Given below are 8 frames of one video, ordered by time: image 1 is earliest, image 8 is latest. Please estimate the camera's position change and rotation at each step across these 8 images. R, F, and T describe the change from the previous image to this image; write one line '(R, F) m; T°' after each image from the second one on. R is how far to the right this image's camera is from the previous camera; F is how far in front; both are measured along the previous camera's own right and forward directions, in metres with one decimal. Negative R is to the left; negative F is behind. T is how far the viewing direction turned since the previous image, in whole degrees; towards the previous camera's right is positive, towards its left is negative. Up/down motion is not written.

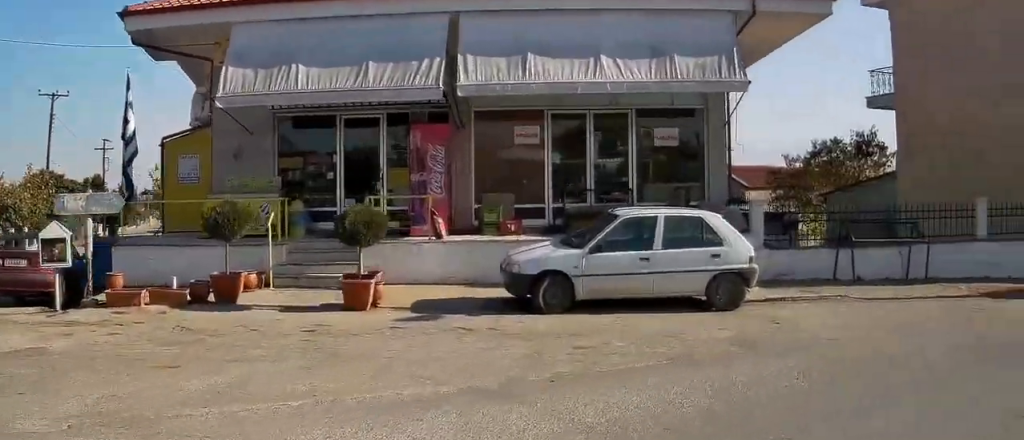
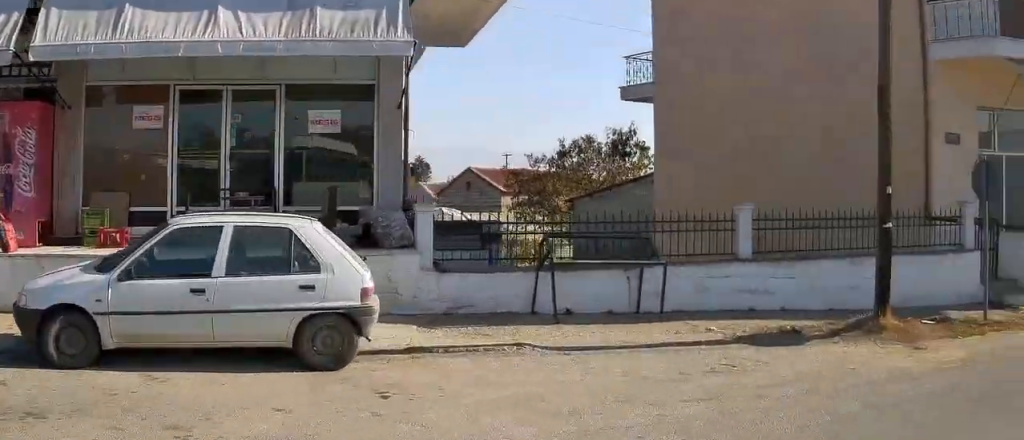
(+0.8, +3.6) m; +16°
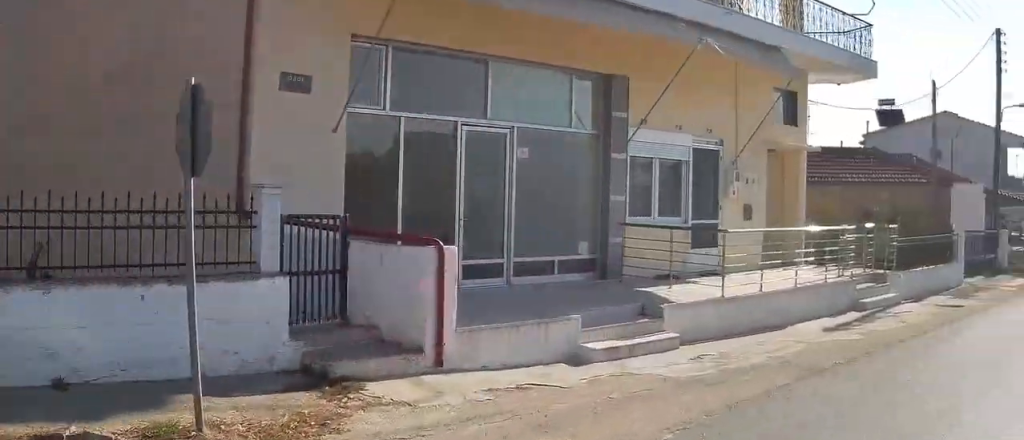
(+1.6, +5.6) m; +41°
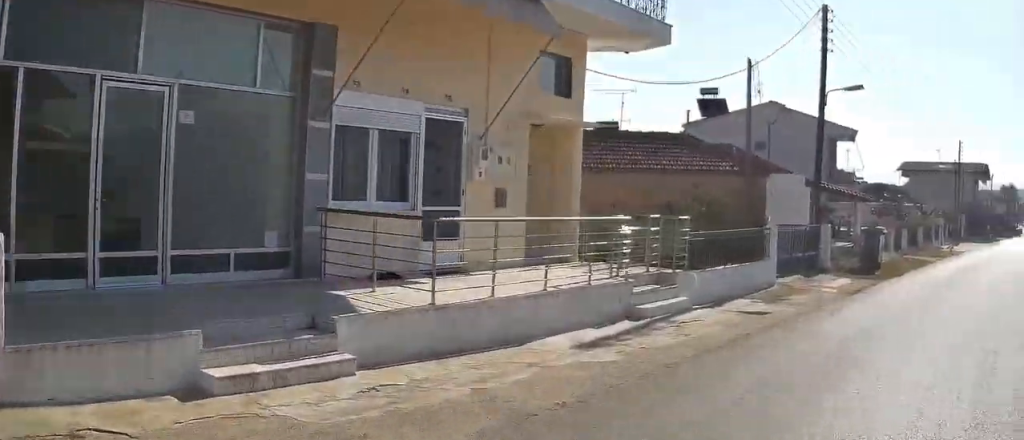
(+0.8, +3.1) m; +12°
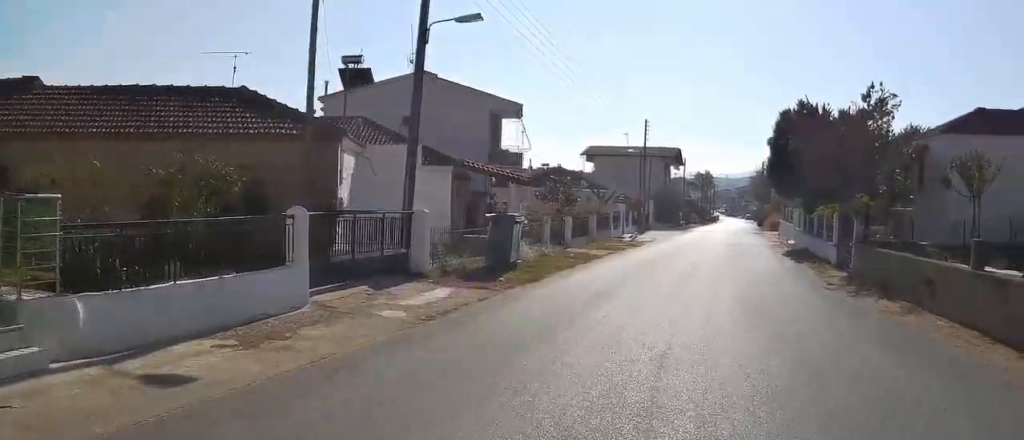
(+1.3, +8.1) m; +15°
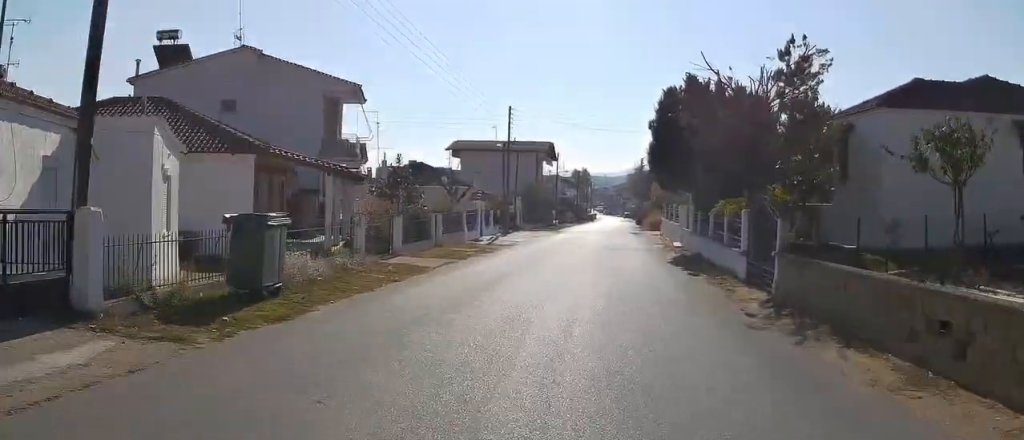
(+0.5, +7.3) m; +15°
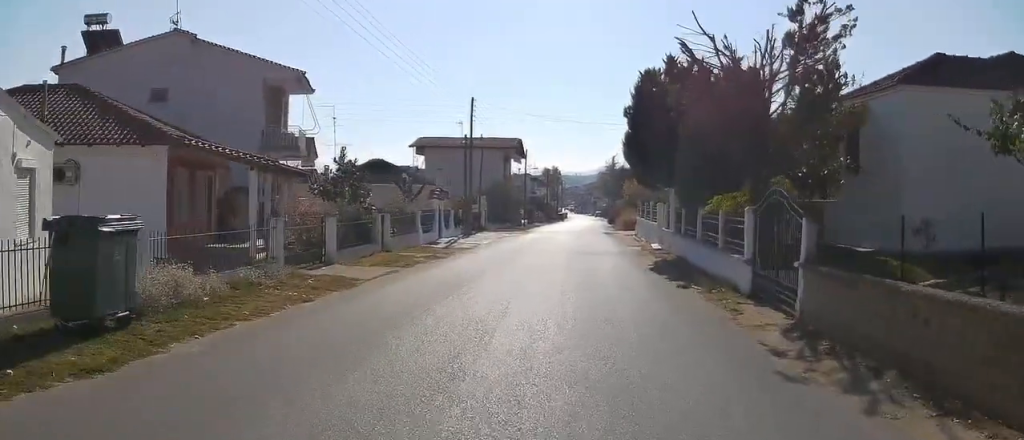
(+0.8, +4.1) m; -1°
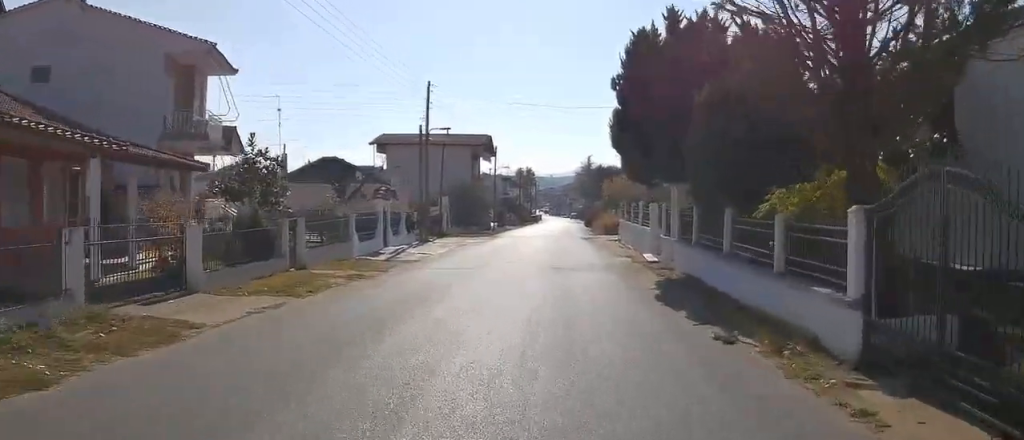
(-0.5, +7.0) m; -6°
